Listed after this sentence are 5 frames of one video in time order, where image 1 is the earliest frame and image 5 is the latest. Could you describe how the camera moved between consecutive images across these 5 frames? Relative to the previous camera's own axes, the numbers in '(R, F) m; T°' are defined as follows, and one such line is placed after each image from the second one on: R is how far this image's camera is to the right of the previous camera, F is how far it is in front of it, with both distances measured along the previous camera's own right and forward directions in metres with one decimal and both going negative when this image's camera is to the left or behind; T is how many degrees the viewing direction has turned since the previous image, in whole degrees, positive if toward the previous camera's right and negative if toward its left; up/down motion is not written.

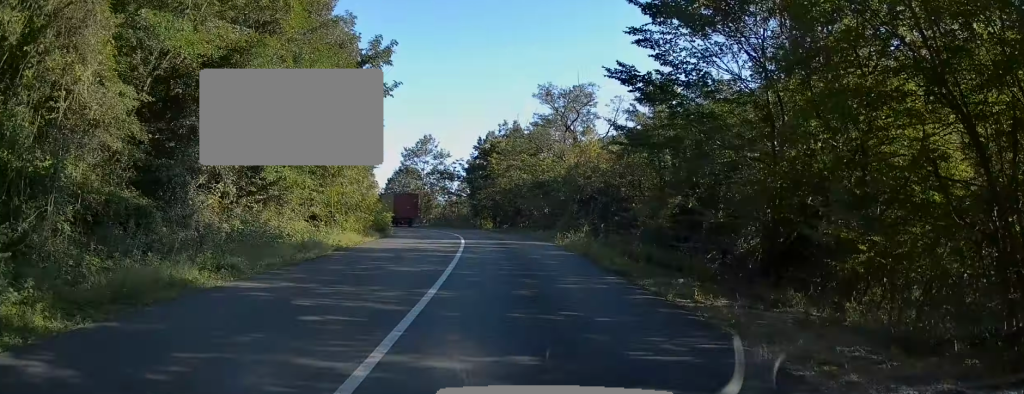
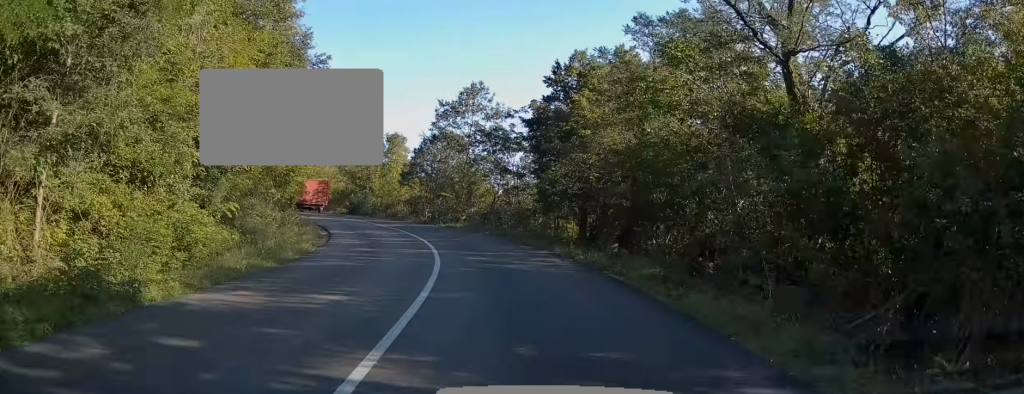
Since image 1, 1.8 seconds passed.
(-1.2, +26.9) m; -7°
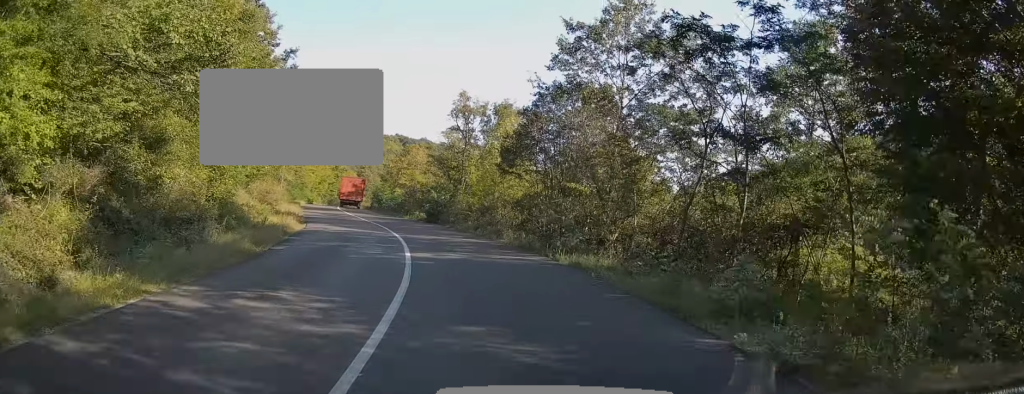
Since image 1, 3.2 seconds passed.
(-2.3, +20.9) m; -13°
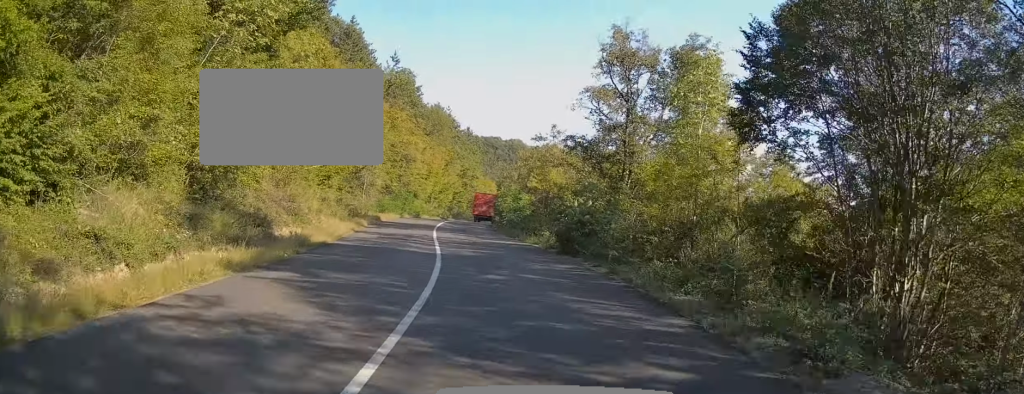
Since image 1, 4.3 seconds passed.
(-1.6, +16.7) m; -10°
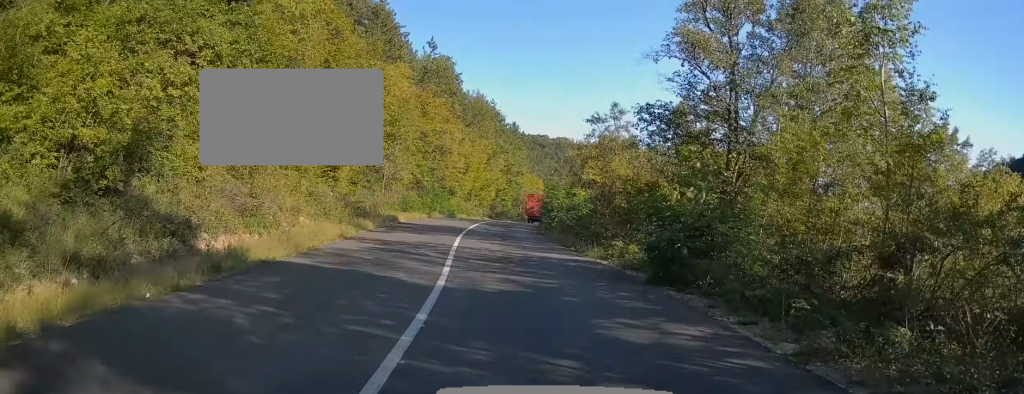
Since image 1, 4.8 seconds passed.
(0.0, +7.0) m; -4°
